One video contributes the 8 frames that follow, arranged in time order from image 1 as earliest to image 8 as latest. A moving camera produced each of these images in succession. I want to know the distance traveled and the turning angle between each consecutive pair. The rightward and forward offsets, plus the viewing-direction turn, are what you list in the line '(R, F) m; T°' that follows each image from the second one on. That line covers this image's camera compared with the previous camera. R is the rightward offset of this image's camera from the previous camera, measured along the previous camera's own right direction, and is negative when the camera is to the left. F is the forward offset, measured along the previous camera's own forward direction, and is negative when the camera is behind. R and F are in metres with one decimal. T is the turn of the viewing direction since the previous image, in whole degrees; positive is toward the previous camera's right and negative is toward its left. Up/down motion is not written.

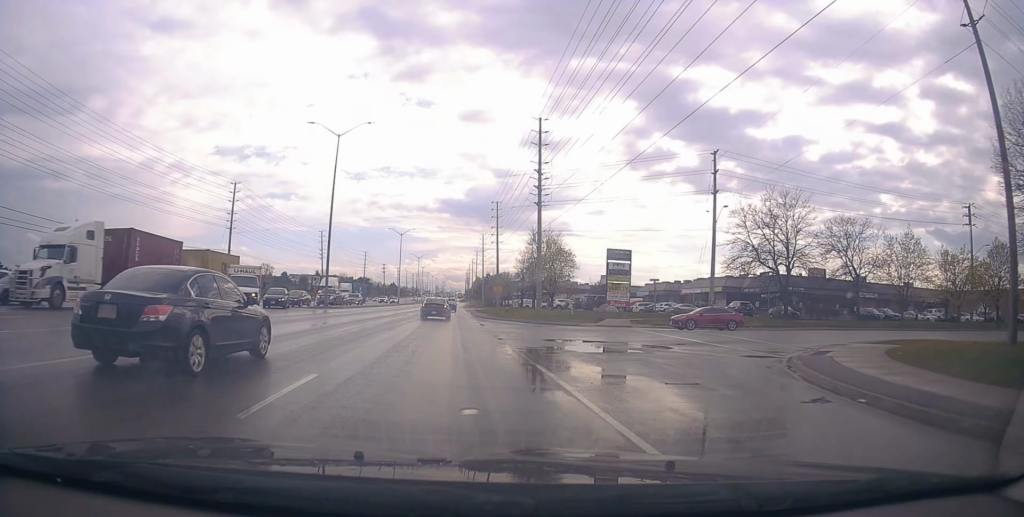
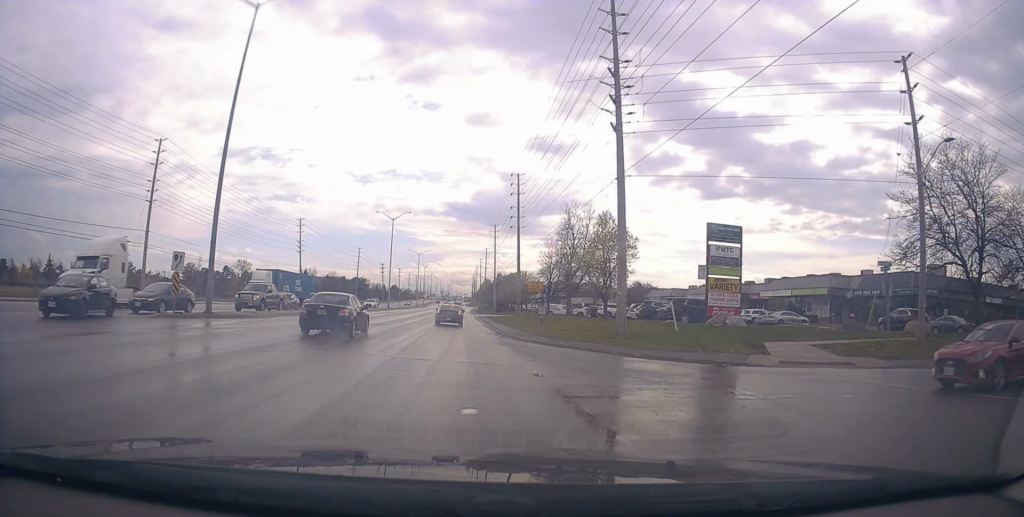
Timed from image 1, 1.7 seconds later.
(+0.6, +24.1) m; +3°
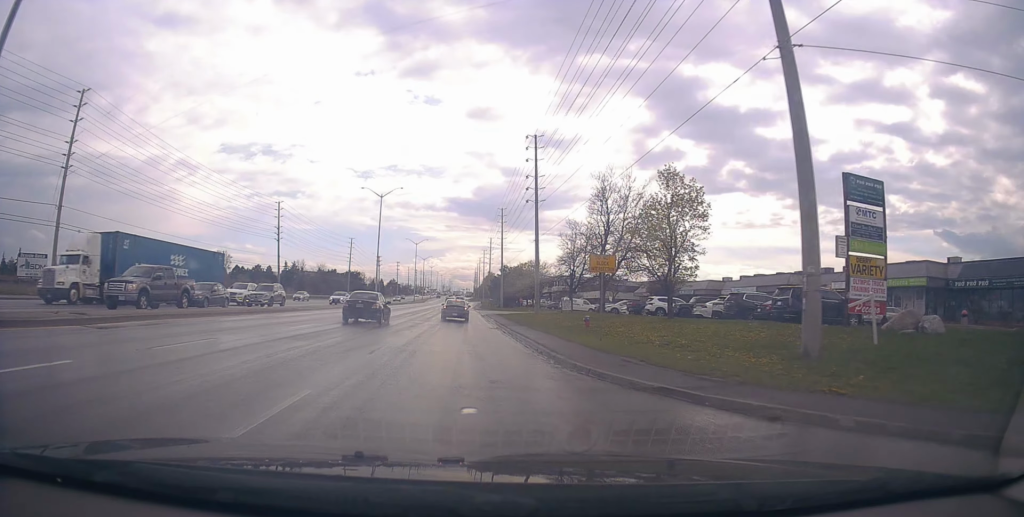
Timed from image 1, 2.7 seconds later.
(0.0, +15.3) m; -1°
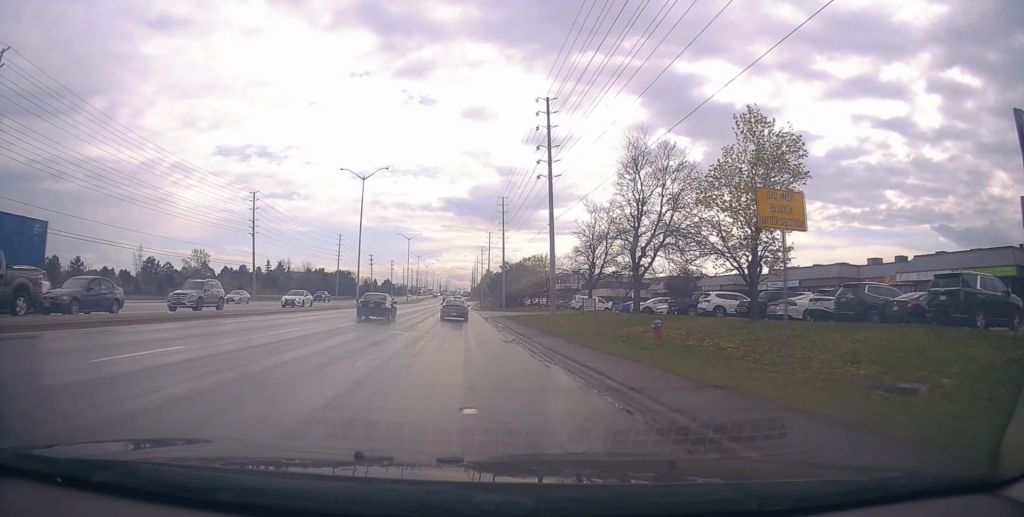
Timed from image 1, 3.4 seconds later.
(-0.1, +10.6) m; 0°
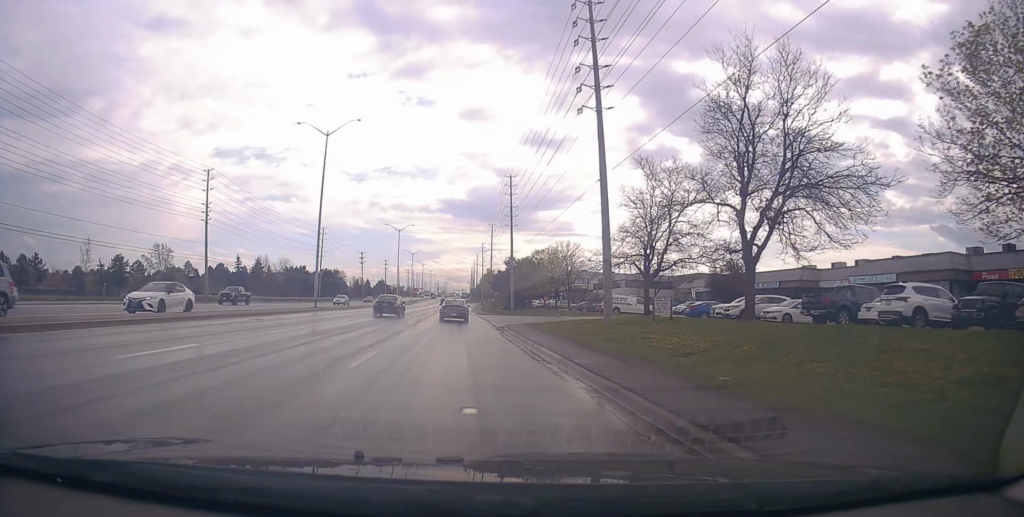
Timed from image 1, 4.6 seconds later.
(+0.2, +17.3) m; +1°
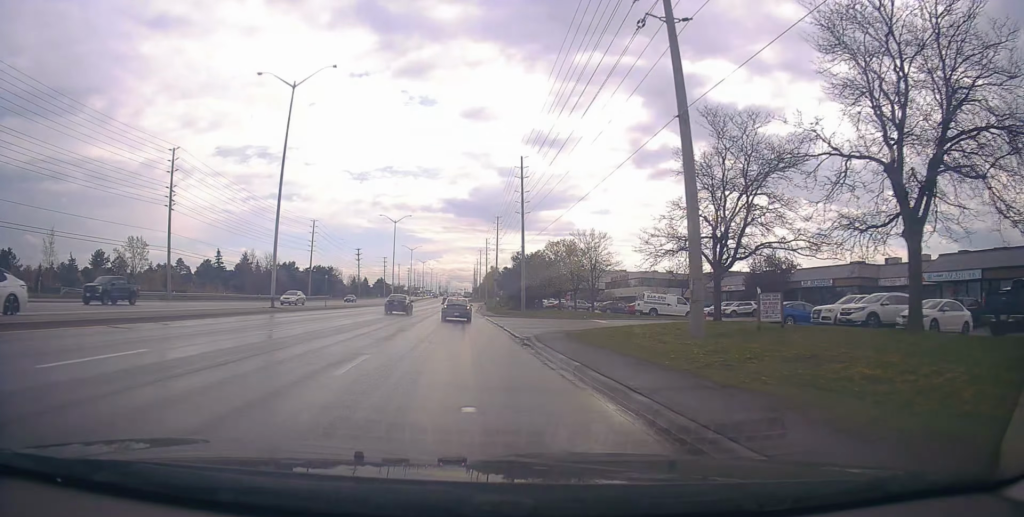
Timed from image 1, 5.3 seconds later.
(+0.1, +10.6) m; 0°
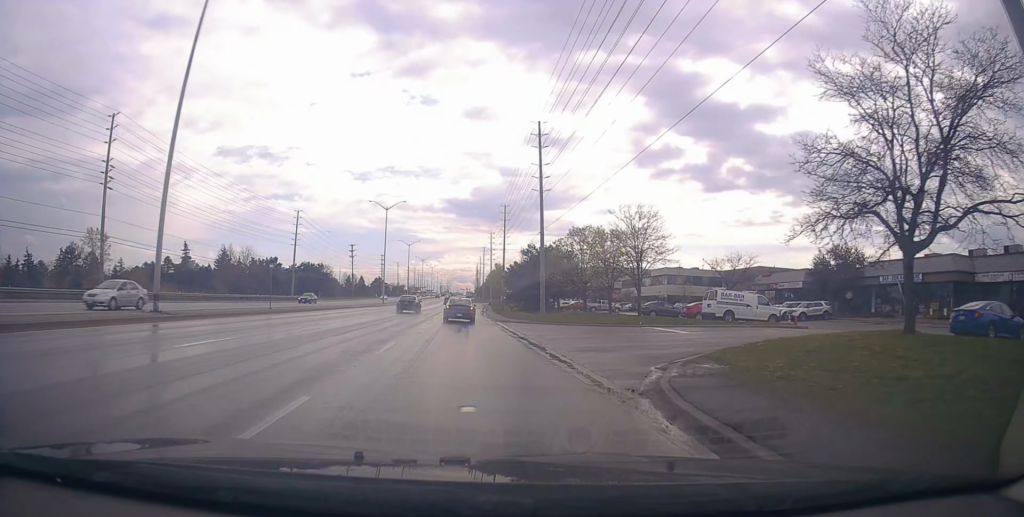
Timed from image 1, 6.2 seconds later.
(0.0, +13.3) m; -2°
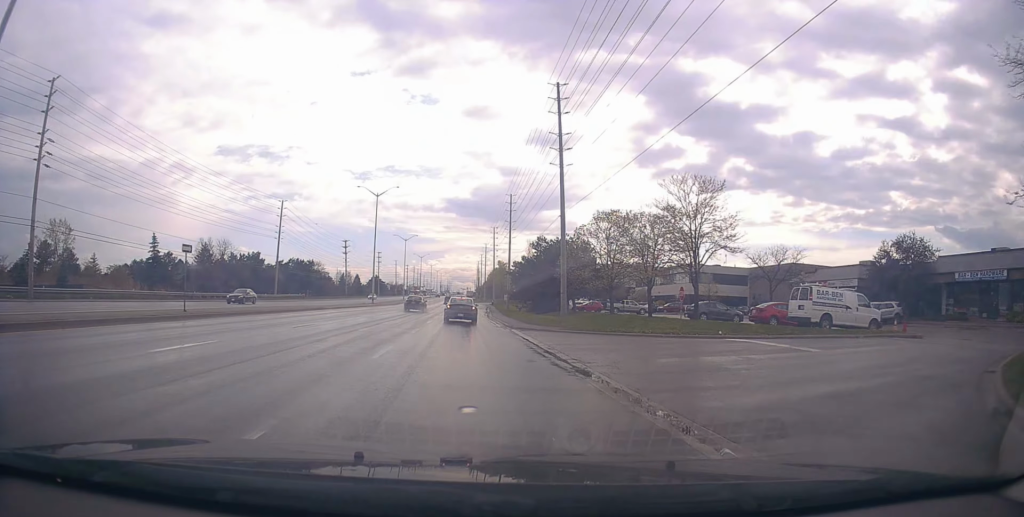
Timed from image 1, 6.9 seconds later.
(-0.5, +10.6) m; 0°
